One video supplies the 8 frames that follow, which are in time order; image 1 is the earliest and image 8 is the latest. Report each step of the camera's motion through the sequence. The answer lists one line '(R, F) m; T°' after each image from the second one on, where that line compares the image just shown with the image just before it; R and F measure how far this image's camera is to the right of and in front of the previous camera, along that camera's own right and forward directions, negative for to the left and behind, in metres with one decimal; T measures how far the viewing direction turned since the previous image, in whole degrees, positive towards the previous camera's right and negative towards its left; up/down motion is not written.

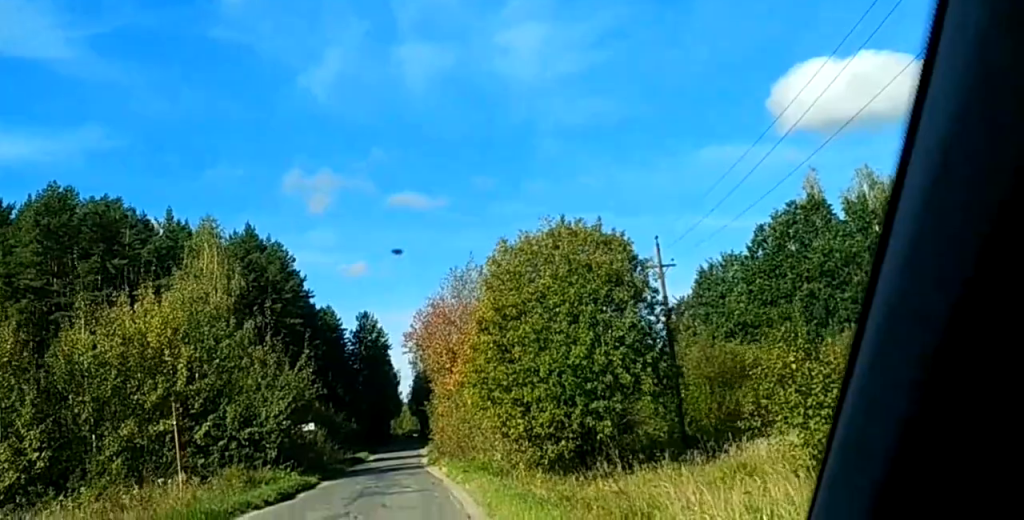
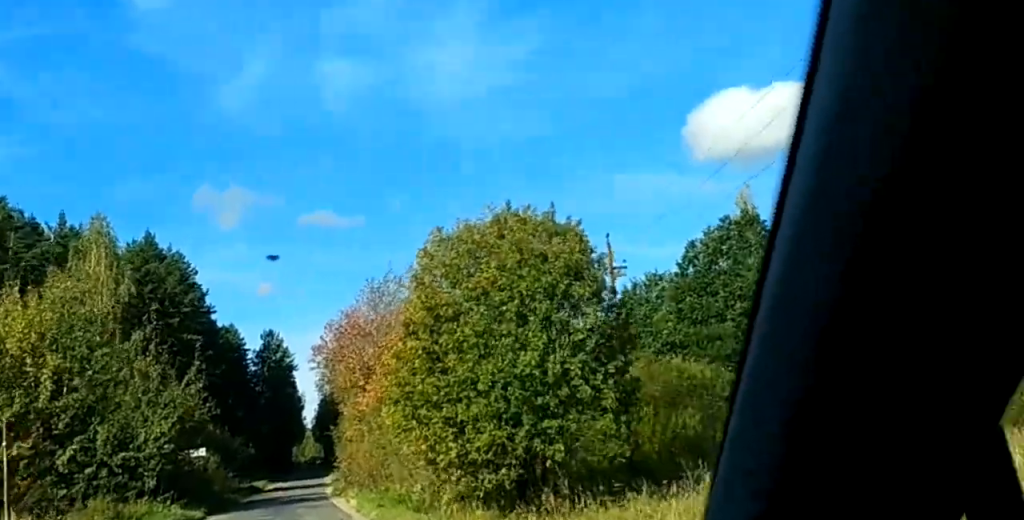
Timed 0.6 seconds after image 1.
(0.0, +5.1) m; 0°
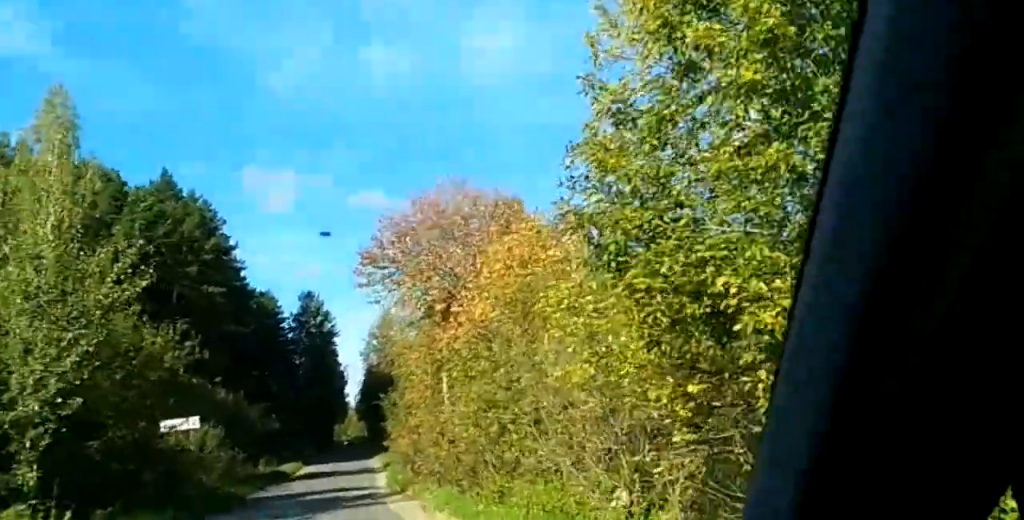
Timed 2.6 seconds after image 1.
(-0.1, +17.6) m; -3°
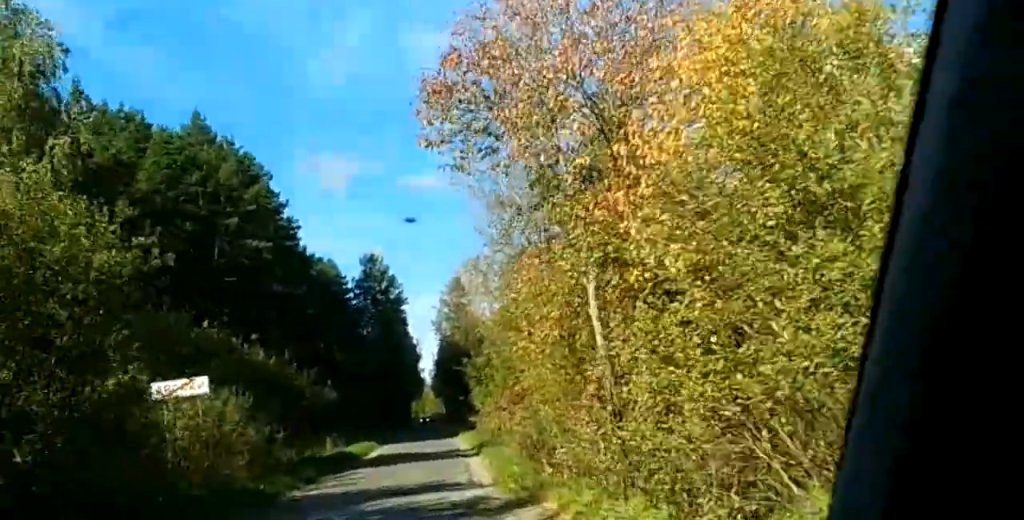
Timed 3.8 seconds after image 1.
(-0.4, +11.2) m; -3°
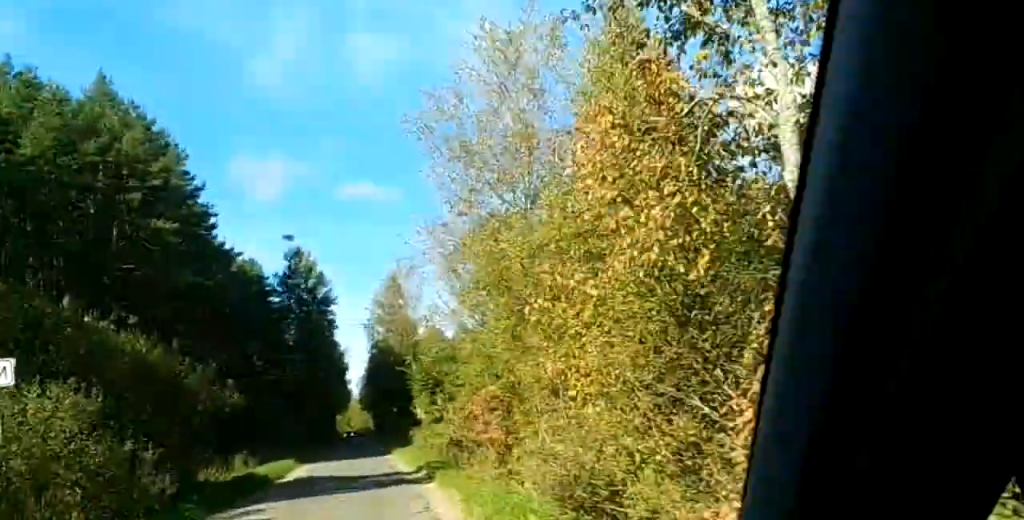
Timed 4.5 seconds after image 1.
(-0.1, +8.2) m; 0°
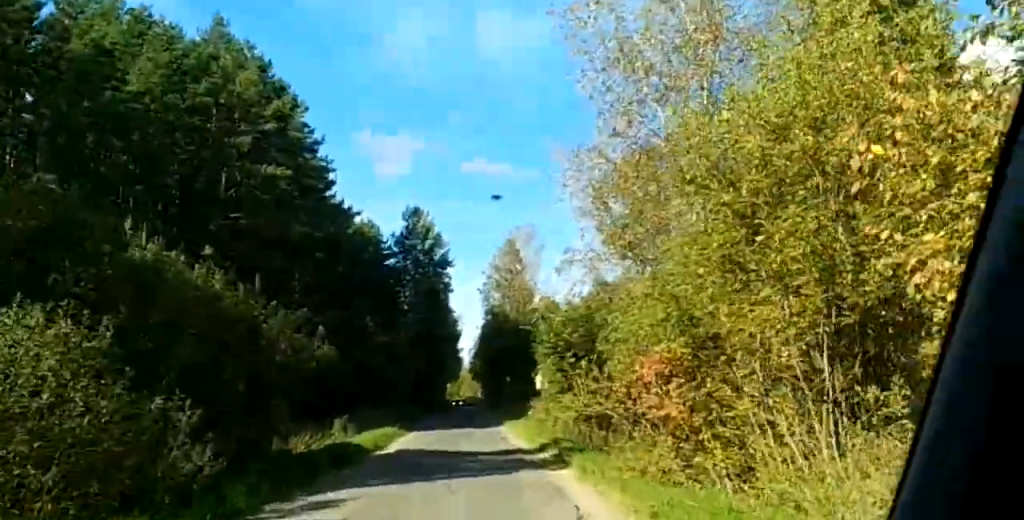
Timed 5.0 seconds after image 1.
(0.0, +6.2) m; 0°
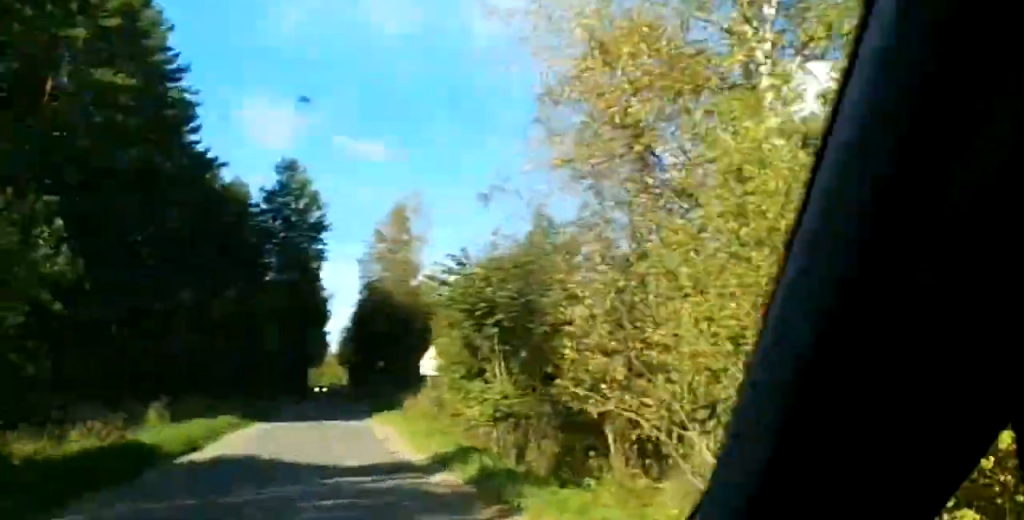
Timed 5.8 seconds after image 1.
(0.0, +9.6) m; 0°
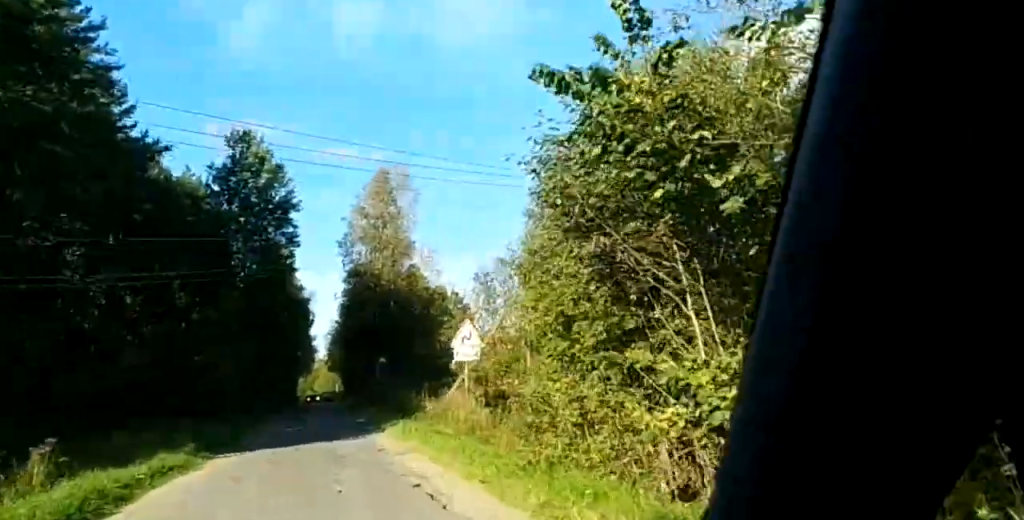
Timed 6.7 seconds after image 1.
(0.0, +12.6) m; +2°
